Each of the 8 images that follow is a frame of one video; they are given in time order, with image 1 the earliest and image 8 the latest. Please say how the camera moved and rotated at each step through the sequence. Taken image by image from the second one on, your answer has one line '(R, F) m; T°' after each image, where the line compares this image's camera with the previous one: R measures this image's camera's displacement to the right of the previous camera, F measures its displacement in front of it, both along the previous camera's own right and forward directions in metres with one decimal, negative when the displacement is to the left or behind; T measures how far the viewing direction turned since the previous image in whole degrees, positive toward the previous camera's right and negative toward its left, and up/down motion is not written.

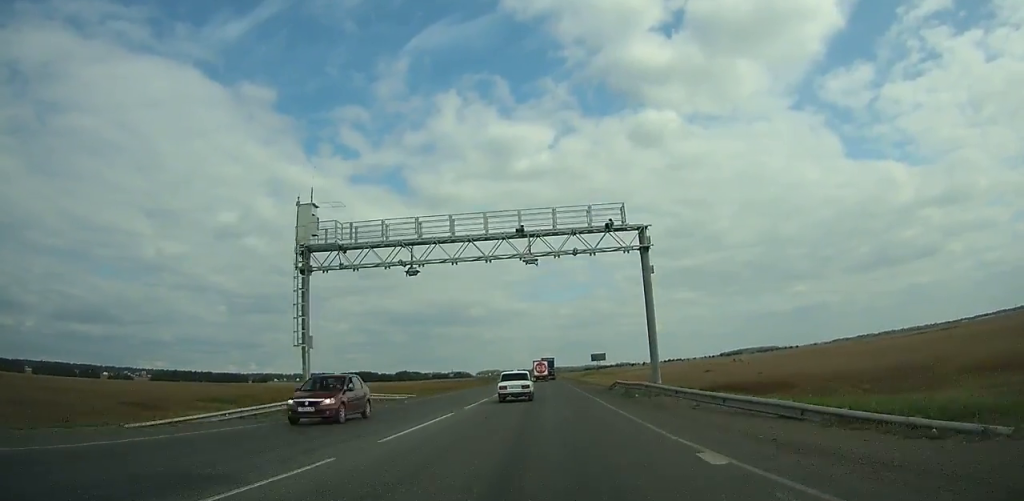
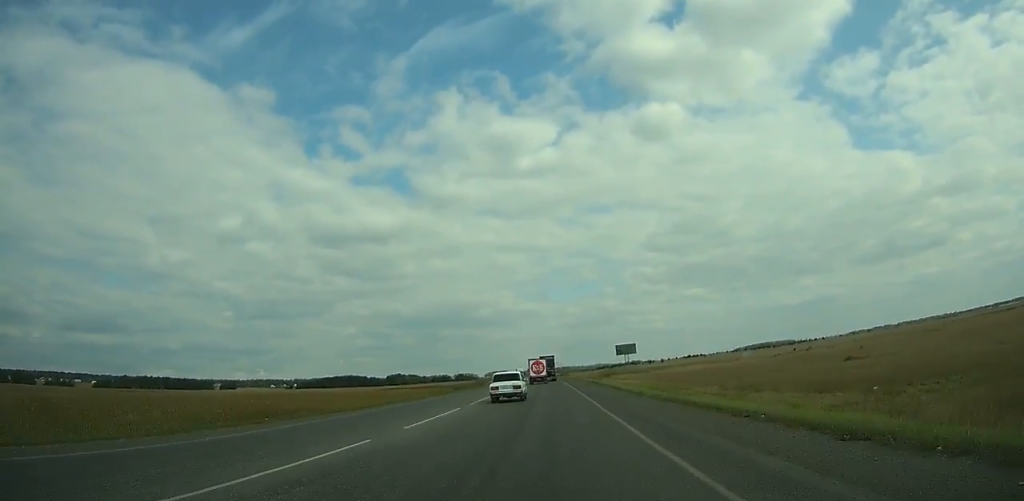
(-0.3, +67.8) m; -1°
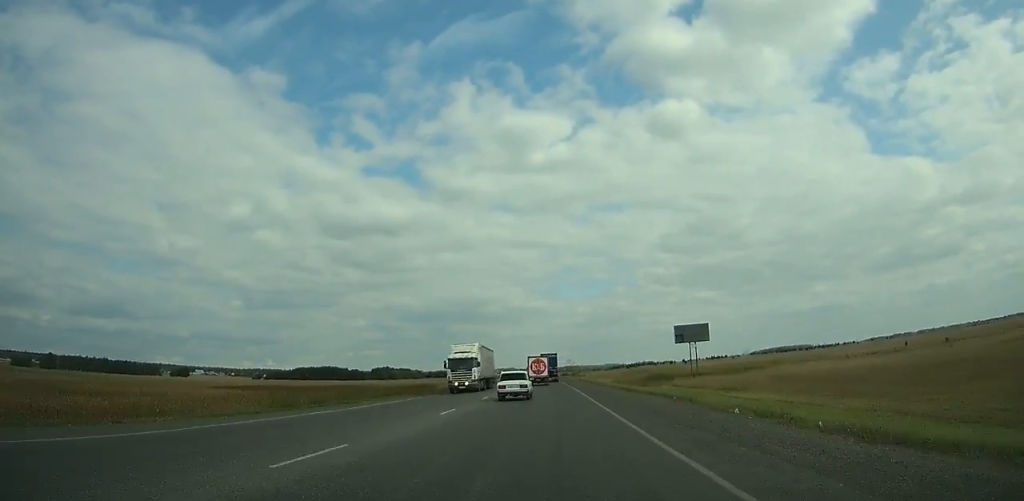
(-1.1, +74.3) m; -1°
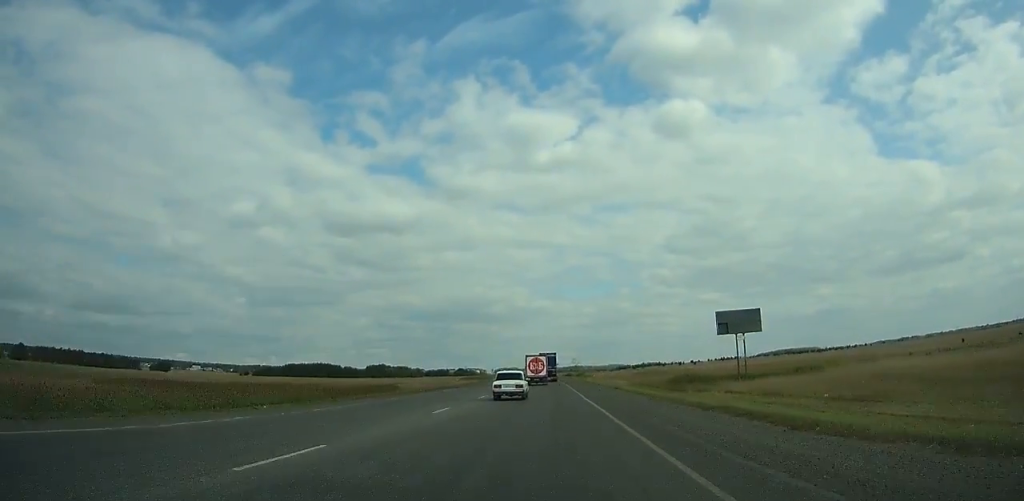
(+0.1, +24.9) m; 0°
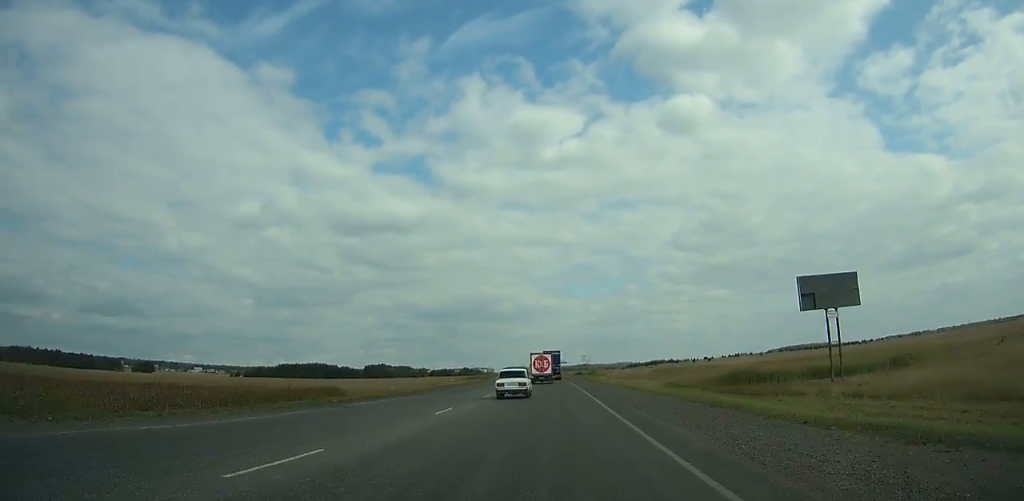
(-0.1, +24.8) m; 0°
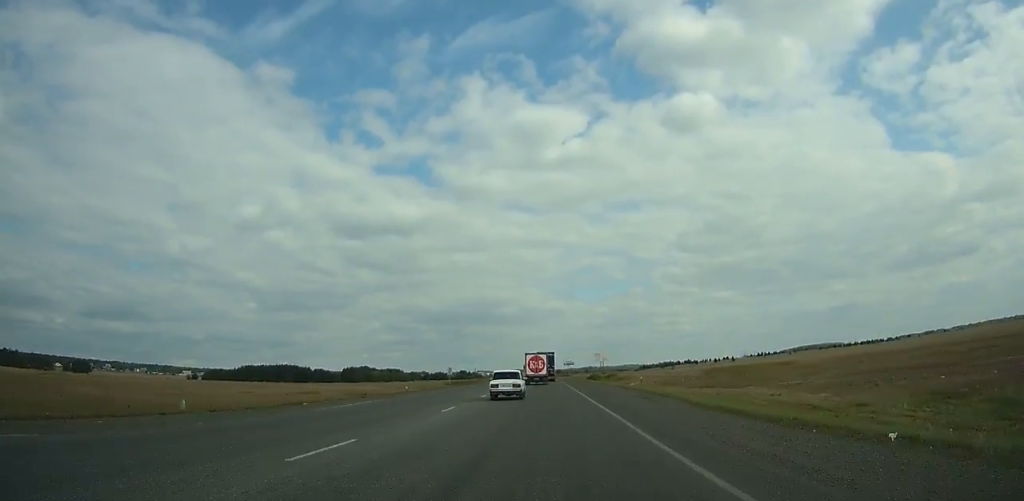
(-0.3, +58.7) m; 0°
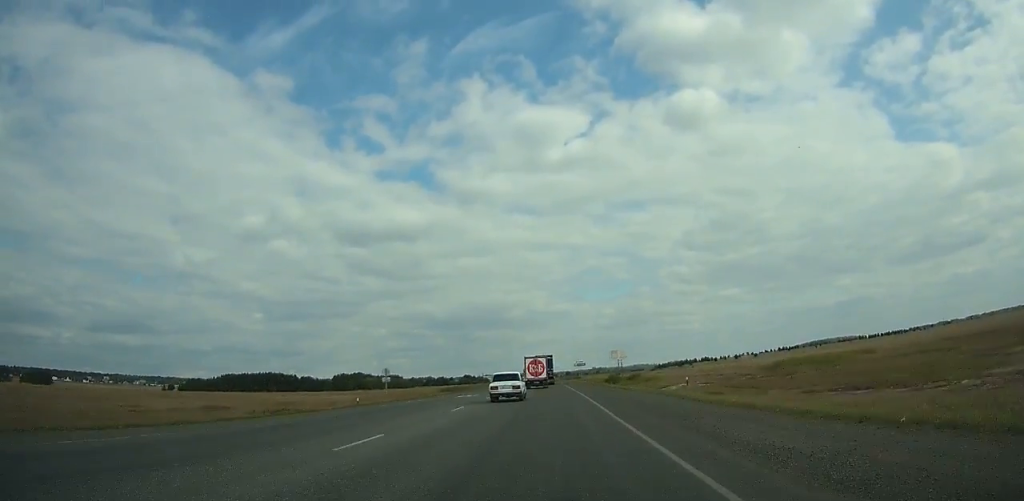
(0.0, +34.1) m; 0°
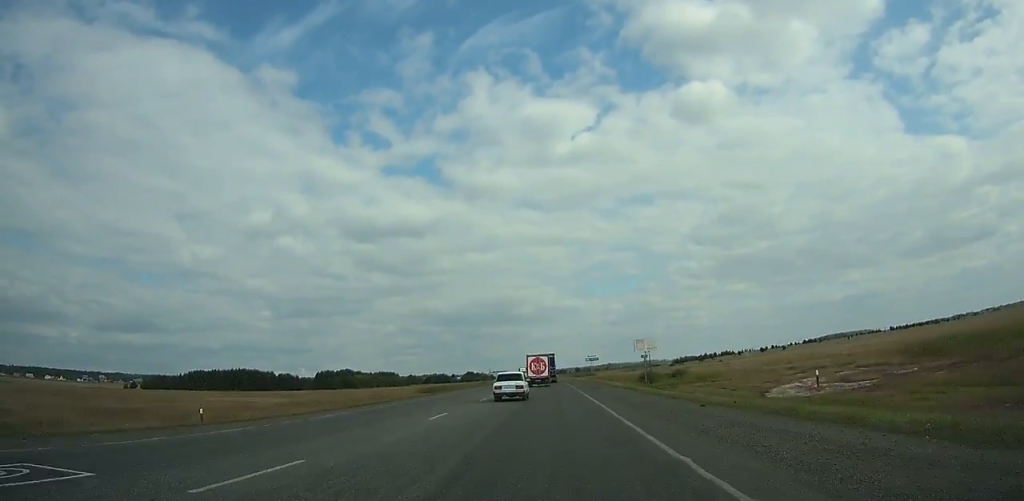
(-0.3, +40.8) m; -1°
